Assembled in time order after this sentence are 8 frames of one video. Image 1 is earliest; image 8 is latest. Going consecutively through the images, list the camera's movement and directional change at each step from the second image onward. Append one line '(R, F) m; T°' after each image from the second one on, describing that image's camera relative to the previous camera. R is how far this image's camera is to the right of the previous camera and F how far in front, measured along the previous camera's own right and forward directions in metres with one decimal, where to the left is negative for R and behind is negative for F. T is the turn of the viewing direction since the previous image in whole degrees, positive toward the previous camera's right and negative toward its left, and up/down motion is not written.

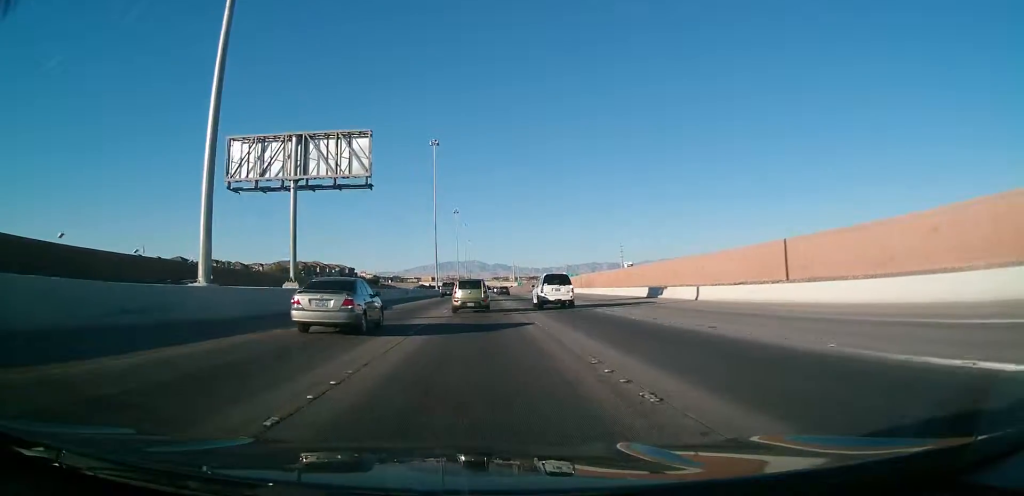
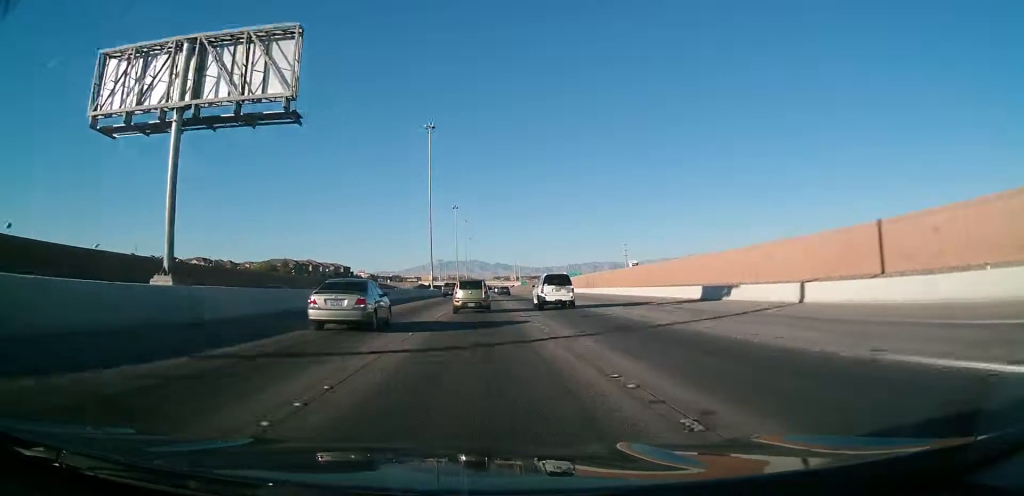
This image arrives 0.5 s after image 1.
(0.0, +13.6) m; 0°
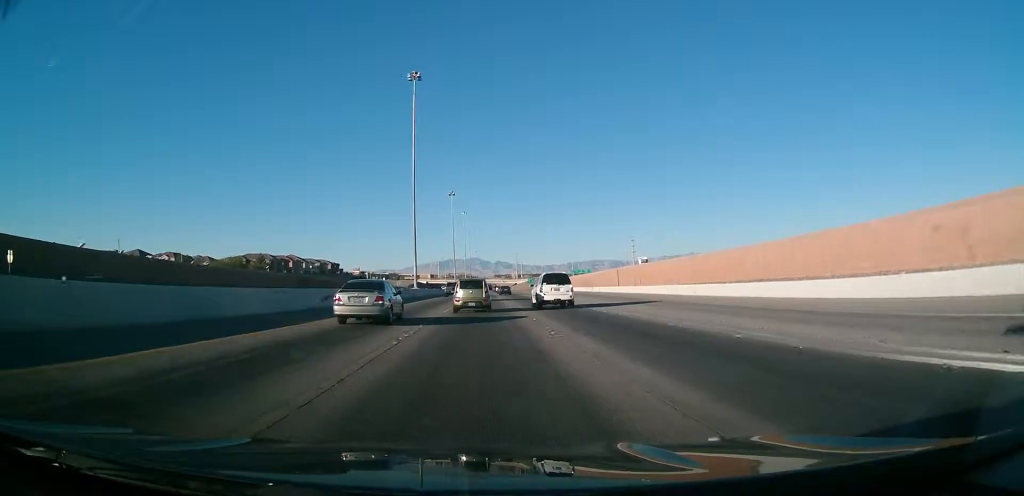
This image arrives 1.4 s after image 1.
(0.0, +28.2) m; 0°
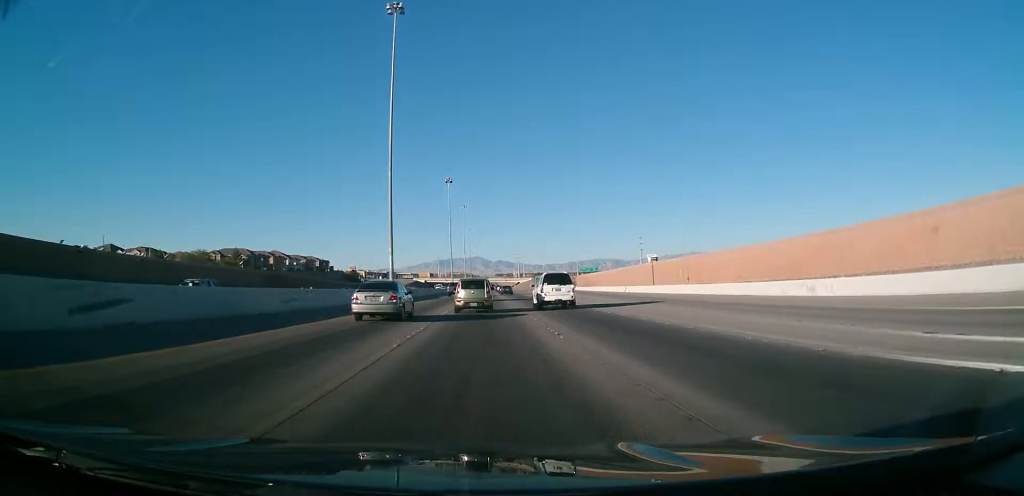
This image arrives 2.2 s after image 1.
(0.0, +23.4) m; 0°
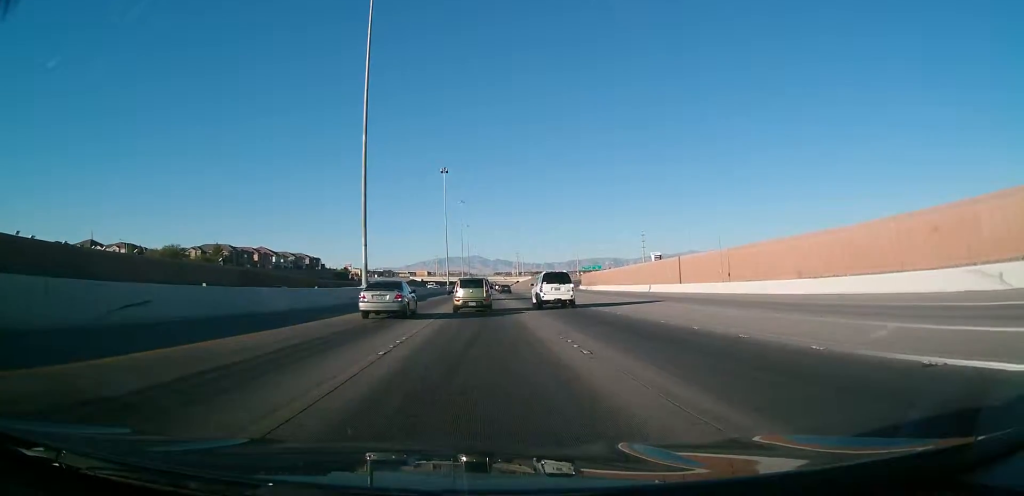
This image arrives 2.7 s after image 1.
(0.0, +13.7) m; 0°
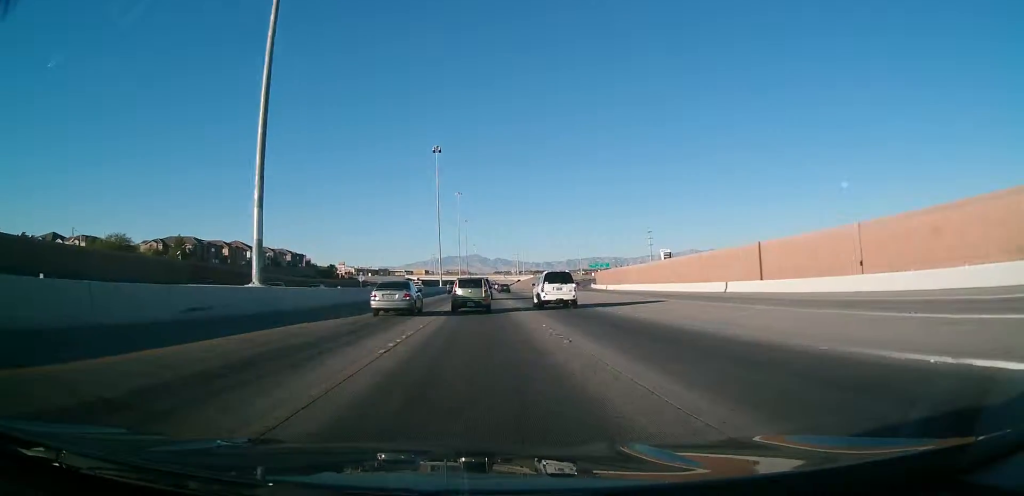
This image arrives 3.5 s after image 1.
(0.0, +24.5) m; 0°
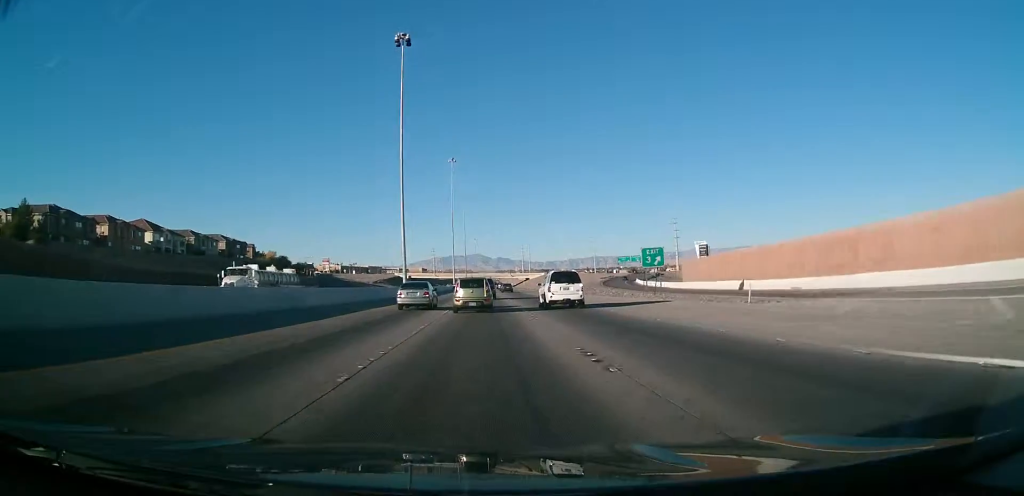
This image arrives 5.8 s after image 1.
(0.0, +65.2) m; 0°
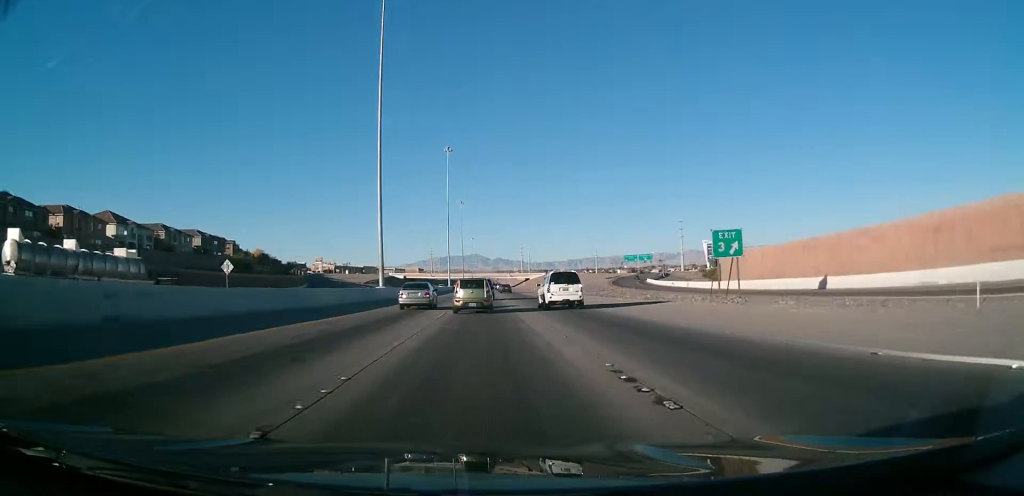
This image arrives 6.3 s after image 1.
(0.0, +15.5) m; +1°
